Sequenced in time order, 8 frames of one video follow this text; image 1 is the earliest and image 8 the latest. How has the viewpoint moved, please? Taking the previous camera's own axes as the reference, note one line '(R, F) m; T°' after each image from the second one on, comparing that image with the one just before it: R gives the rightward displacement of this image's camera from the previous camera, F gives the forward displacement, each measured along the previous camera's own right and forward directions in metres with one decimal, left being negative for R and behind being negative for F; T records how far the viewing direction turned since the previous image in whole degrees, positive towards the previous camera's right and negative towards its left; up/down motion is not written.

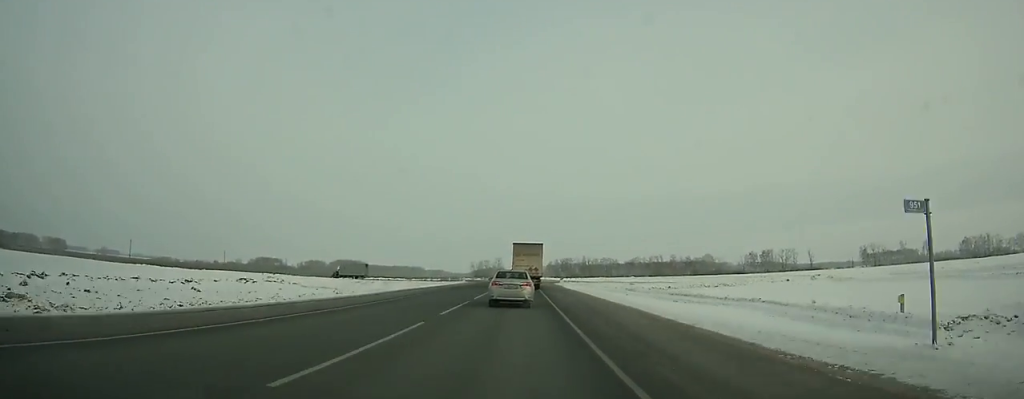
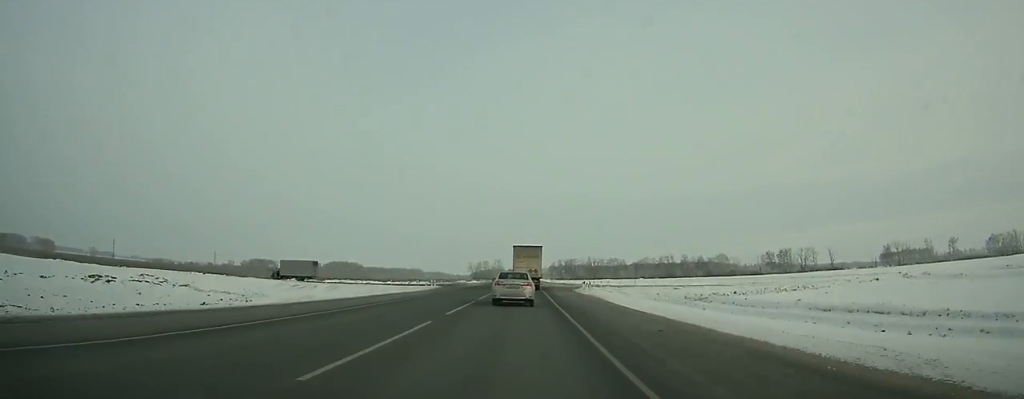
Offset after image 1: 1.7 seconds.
(-0.1, +36.1) m; 0°
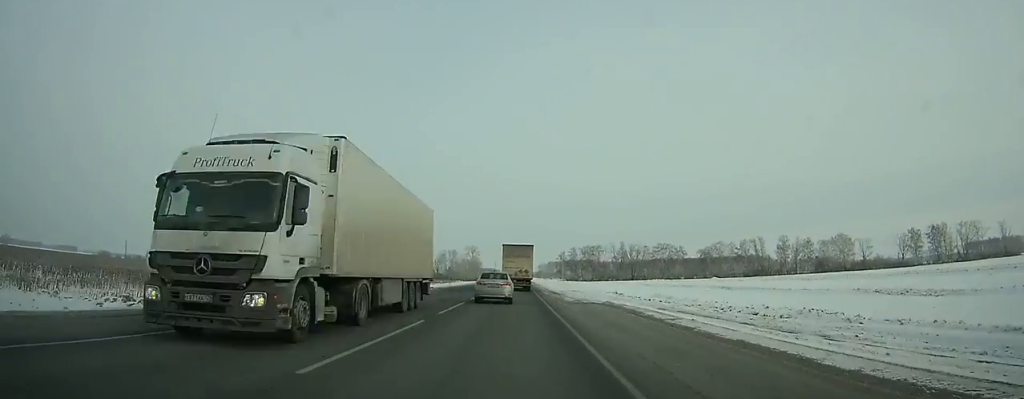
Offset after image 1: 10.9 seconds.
(+2.1, +207.5) m; +1°
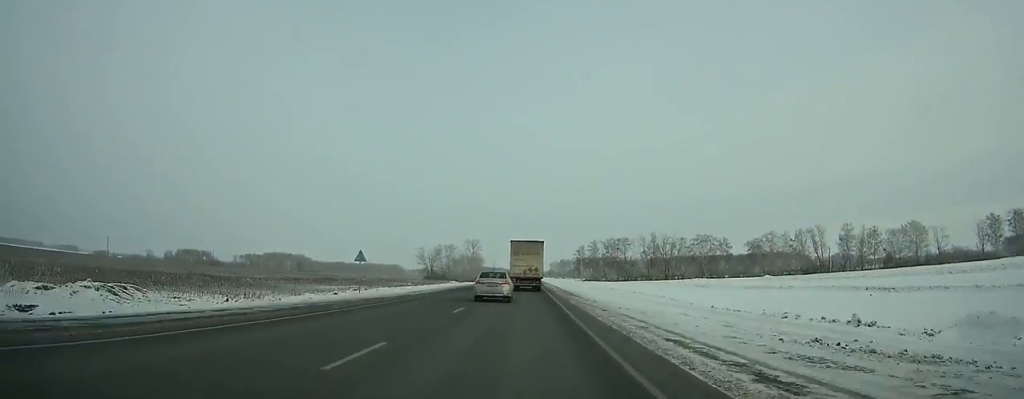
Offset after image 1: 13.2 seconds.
(-0.2, +56.8) m; 0°
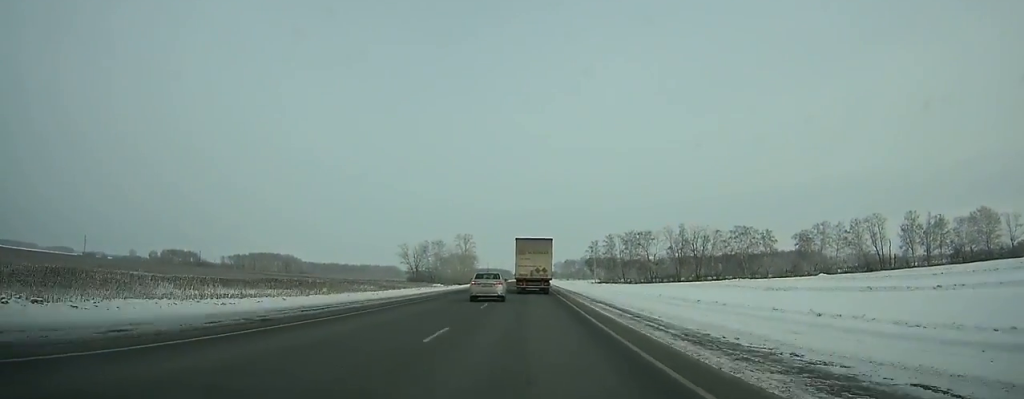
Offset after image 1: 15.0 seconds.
(-0.2, +46.9) m; 0°
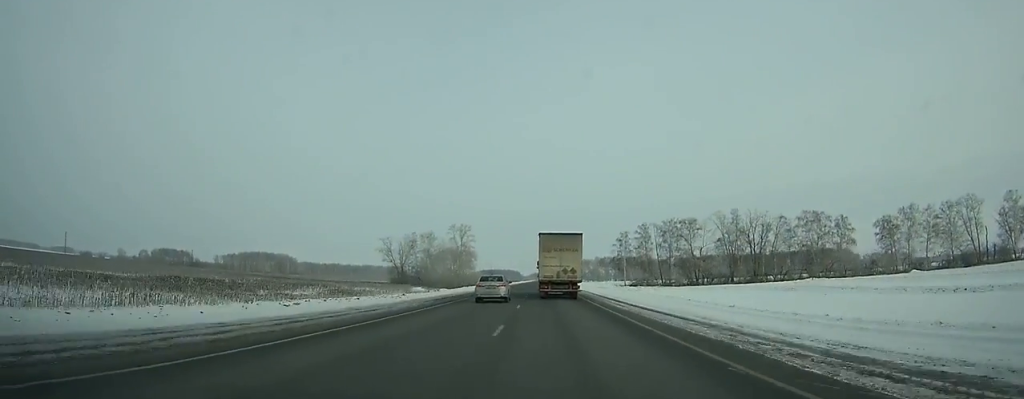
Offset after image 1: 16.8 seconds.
(-0.1, +47.9) m; 0°
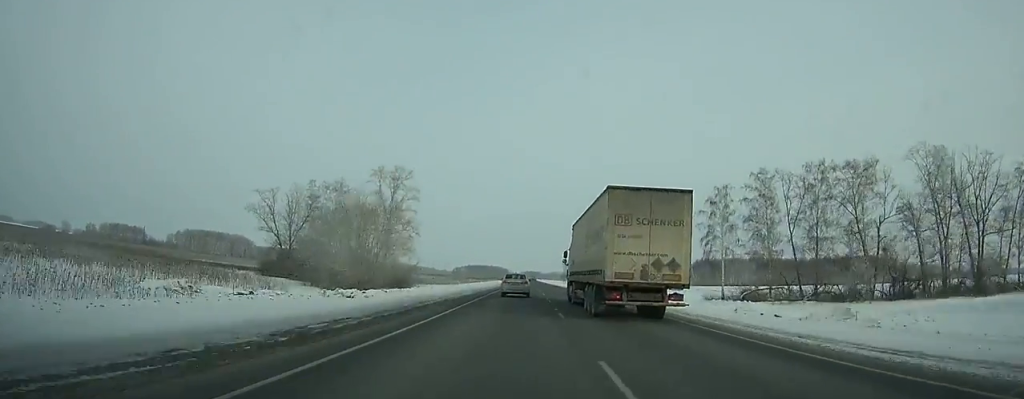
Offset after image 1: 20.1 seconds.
(+0.4, +94.1) m; 0°
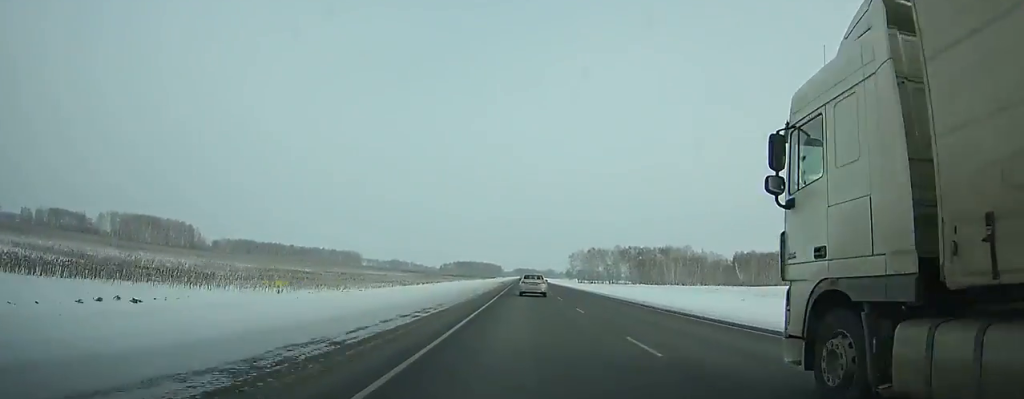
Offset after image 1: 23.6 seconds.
(+0.5, +105.4) m; +1°
